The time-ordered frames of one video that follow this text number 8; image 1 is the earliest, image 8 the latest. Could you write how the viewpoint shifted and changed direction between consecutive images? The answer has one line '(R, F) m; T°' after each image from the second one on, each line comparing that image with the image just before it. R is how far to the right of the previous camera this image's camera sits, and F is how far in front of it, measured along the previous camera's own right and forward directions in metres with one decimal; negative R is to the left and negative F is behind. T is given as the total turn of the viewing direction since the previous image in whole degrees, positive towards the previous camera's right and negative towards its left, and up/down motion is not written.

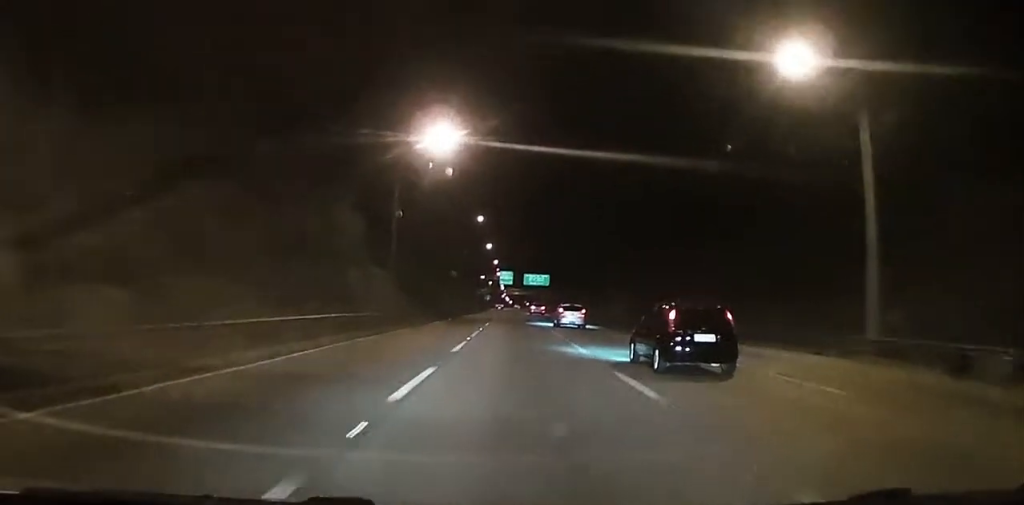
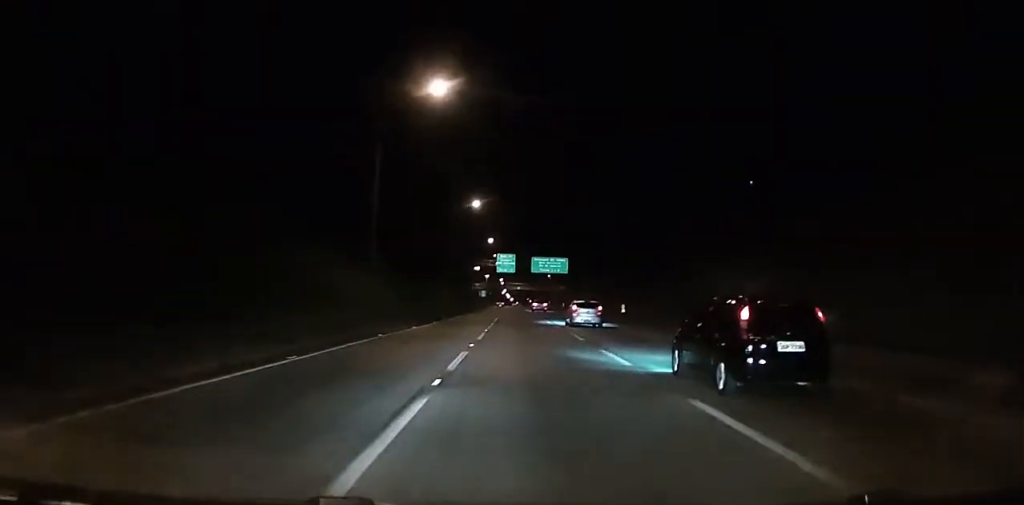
(0.0, +49.8) m; 0°
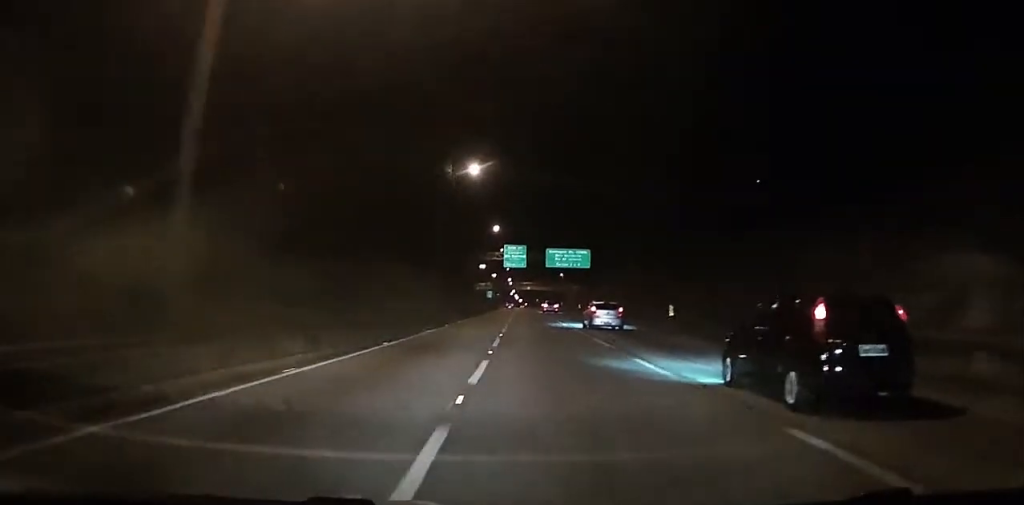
(-0.1, +19.9) m; 0°
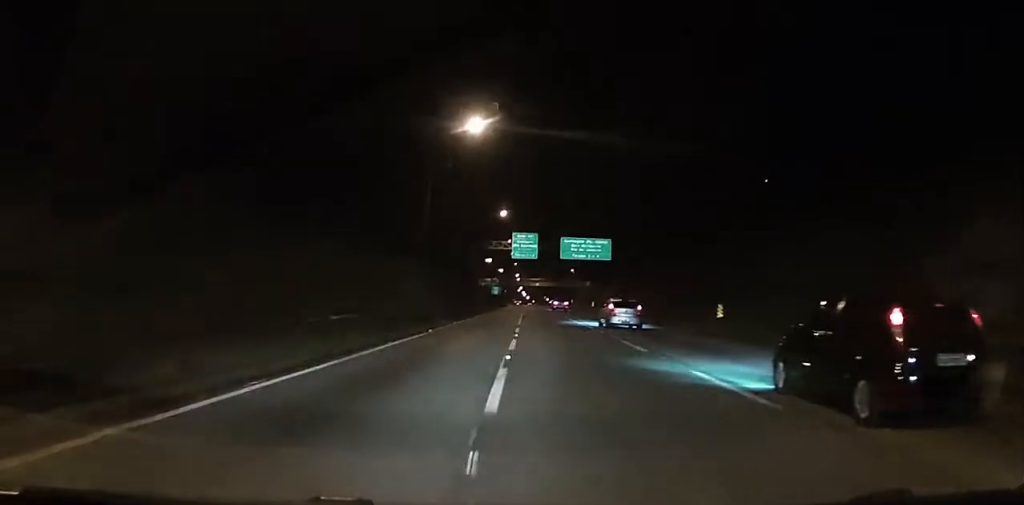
(-0.1, +12.3) m; 0°
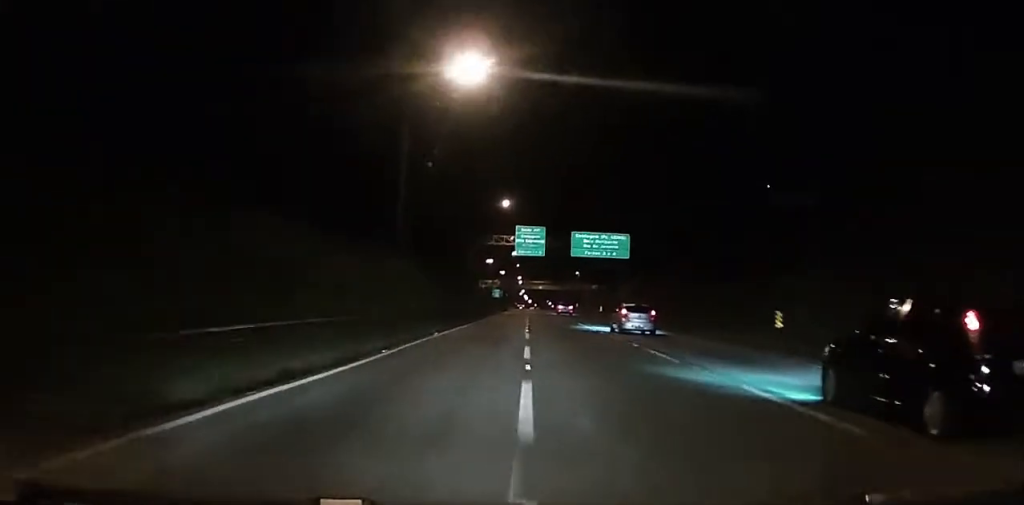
(0.0, +10.7) m; 0°
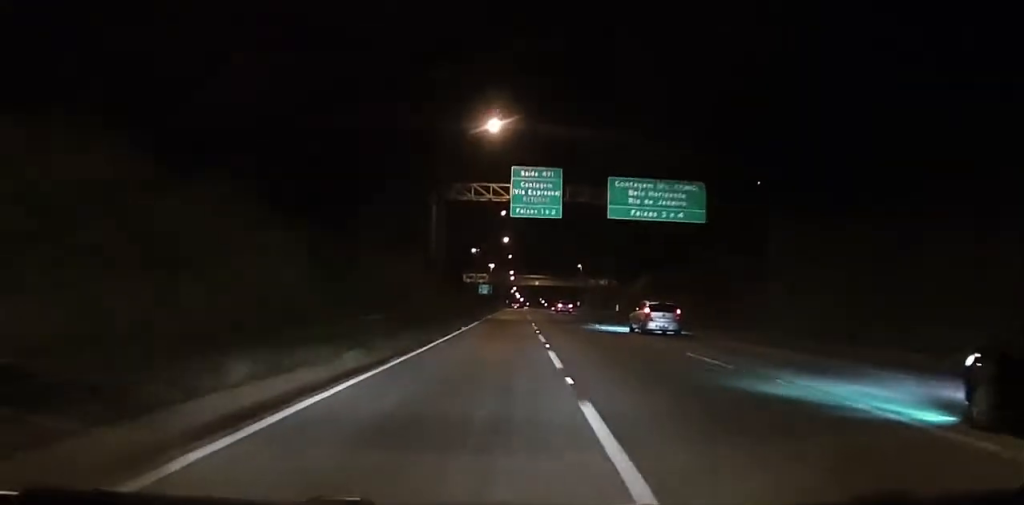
(0.0, +29.7) m; 0°
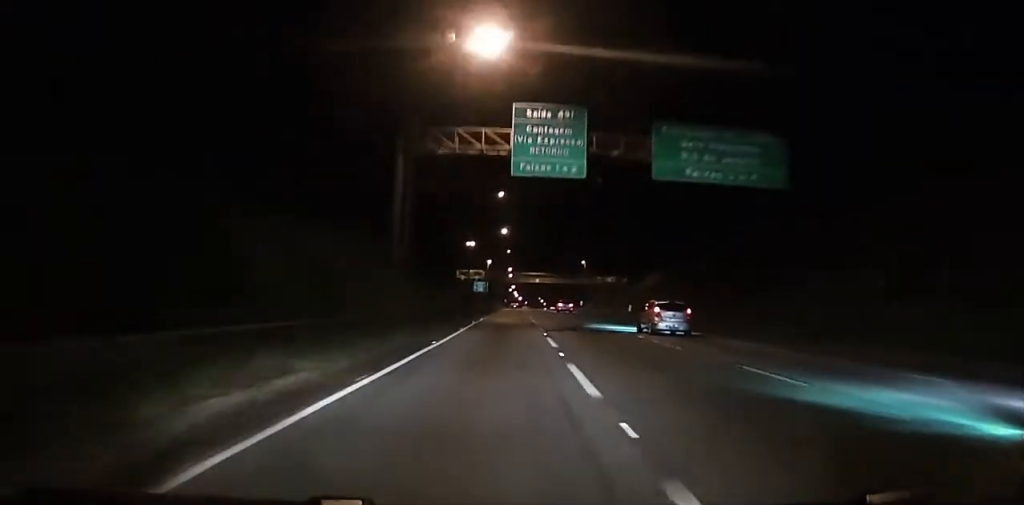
(0.0, +12.8) m; 0°
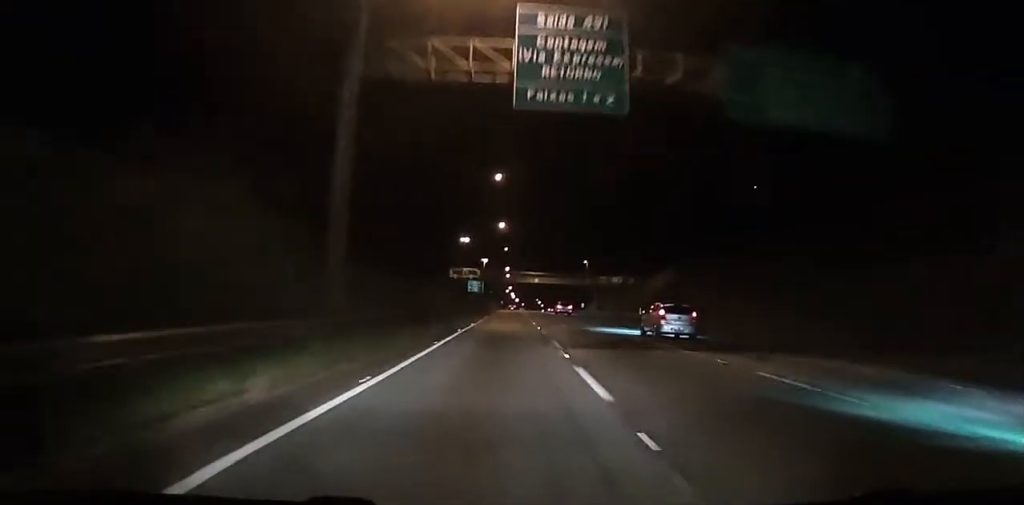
(0.0, +9.8) m; 0°
